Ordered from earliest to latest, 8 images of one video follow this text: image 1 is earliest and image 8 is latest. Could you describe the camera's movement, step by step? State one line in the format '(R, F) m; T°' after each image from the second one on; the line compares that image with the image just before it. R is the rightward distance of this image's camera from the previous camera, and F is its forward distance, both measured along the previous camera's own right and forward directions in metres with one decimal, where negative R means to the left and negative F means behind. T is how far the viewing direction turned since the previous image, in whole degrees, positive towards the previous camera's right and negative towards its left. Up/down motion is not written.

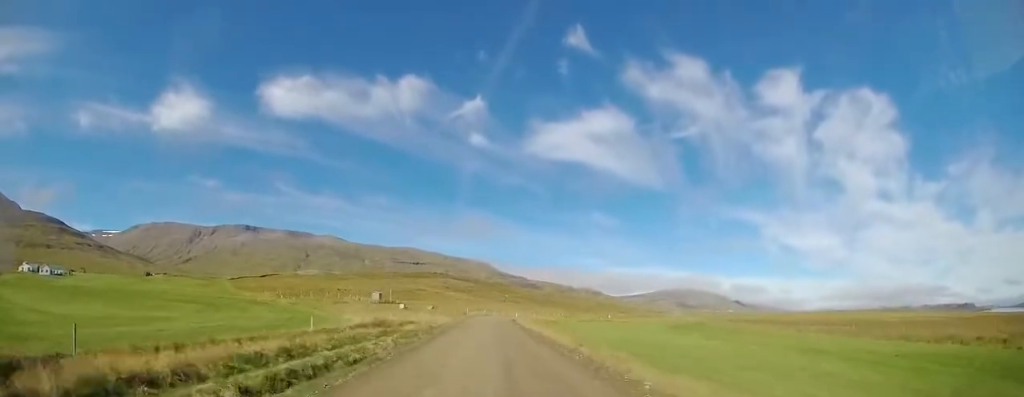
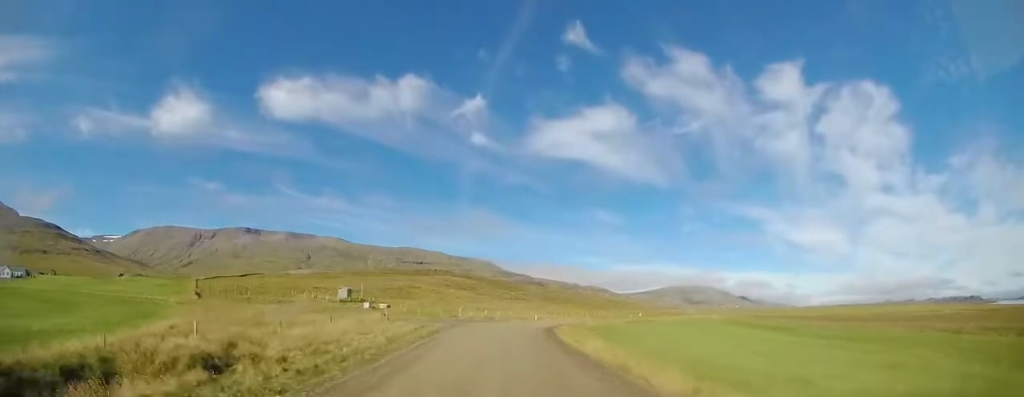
(-0.9, +33.0) m; -2°
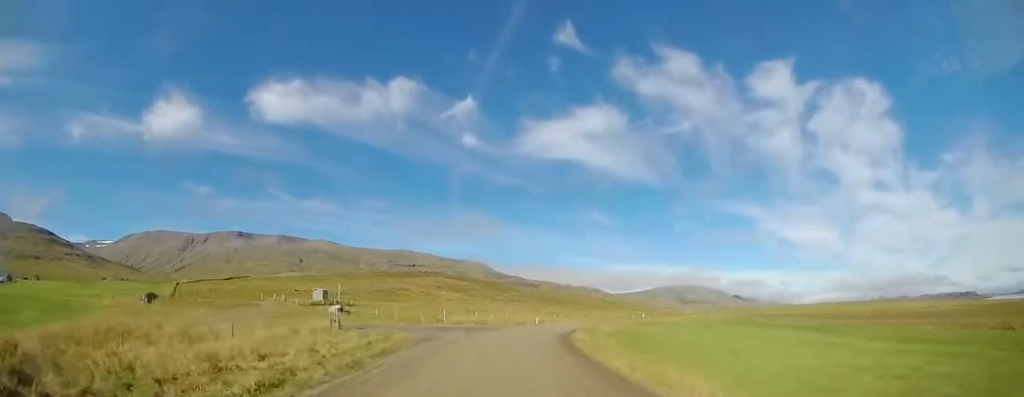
(-0.1, +10.5) m; 0°
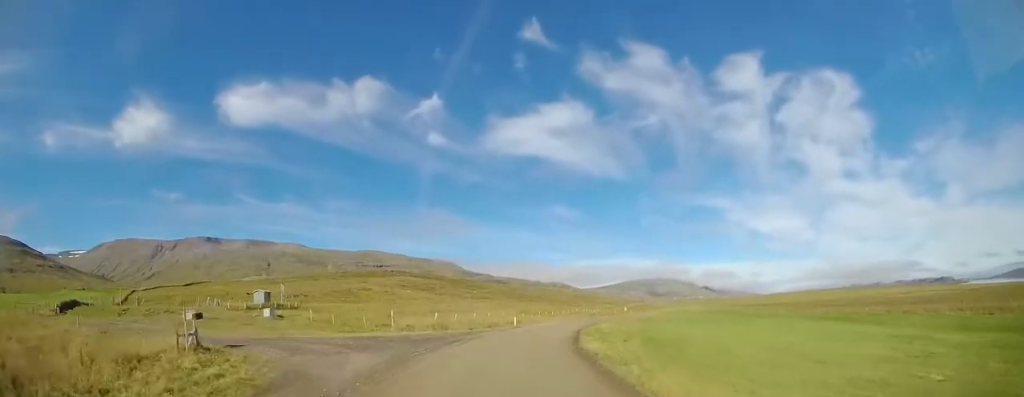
(+0.2, +12.3) m; +5°
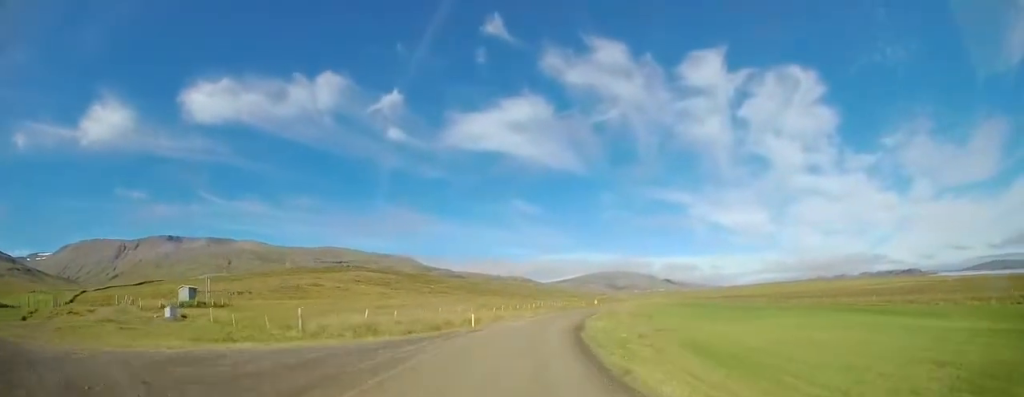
(+0.7, +11.3) m; +6°
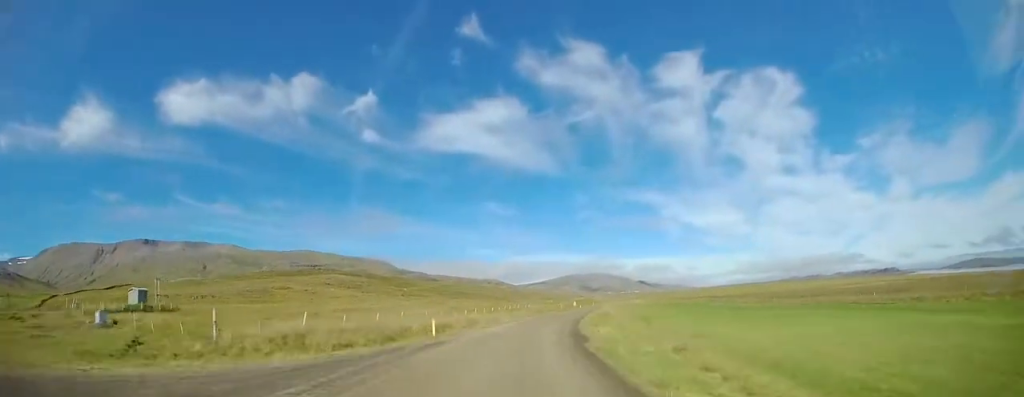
(+0.1, +6.4) m; +3°
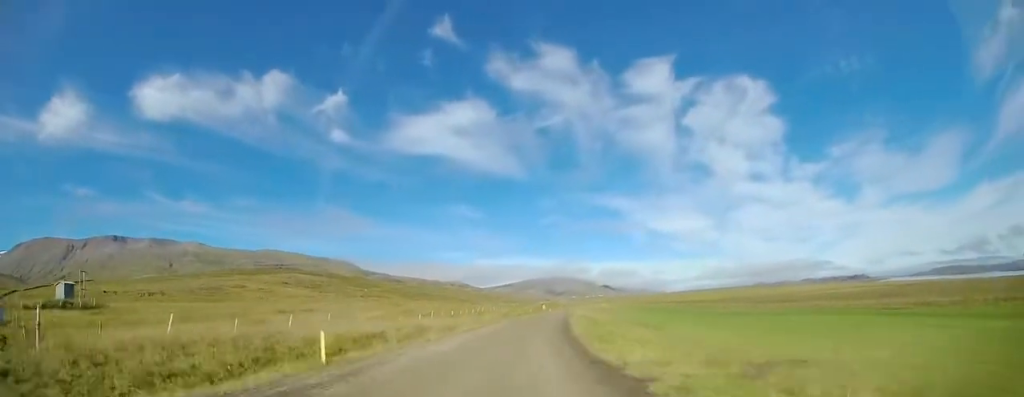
(+0.5, +8.9) m; +5°
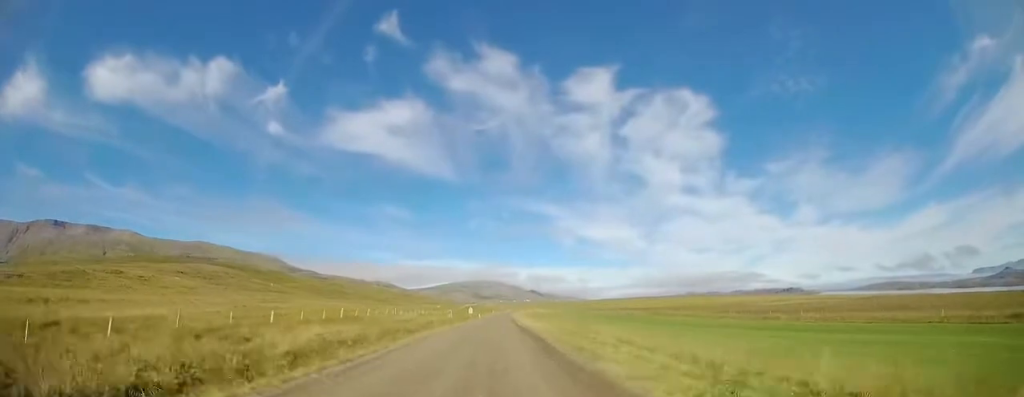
(+4.4, +31.0) m; +14°
